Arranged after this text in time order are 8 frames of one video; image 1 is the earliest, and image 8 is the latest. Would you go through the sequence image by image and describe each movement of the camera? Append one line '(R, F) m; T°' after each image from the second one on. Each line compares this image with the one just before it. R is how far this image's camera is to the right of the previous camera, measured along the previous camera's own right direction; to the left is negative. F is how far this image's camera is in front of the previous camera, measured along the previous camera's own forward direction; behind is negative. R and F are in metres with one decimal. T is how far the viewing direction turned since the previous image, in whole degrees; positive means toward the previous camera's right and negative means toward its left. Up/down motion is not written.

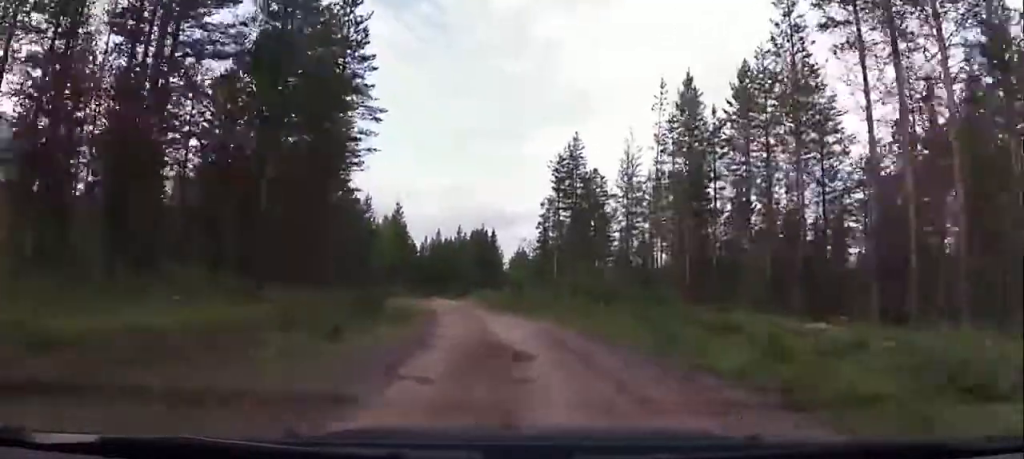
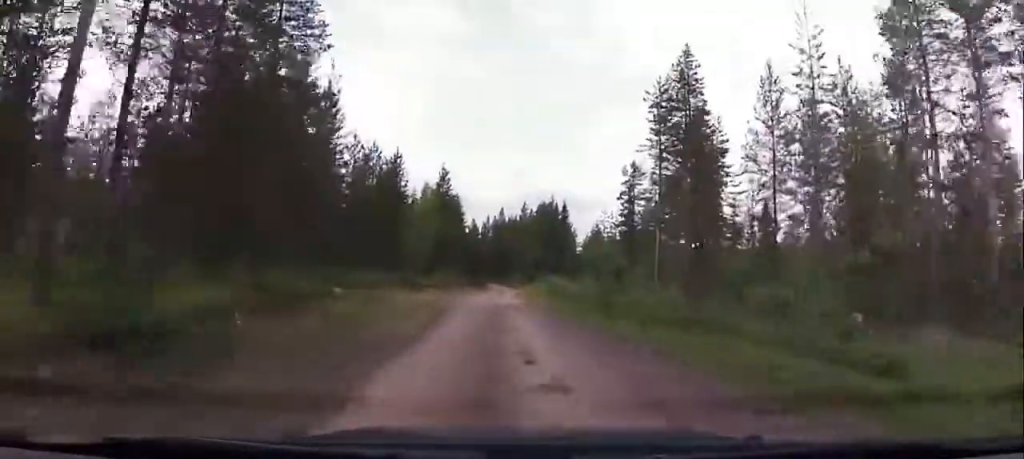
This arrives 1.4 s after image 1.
(-4.3, +20.0) m; -11°
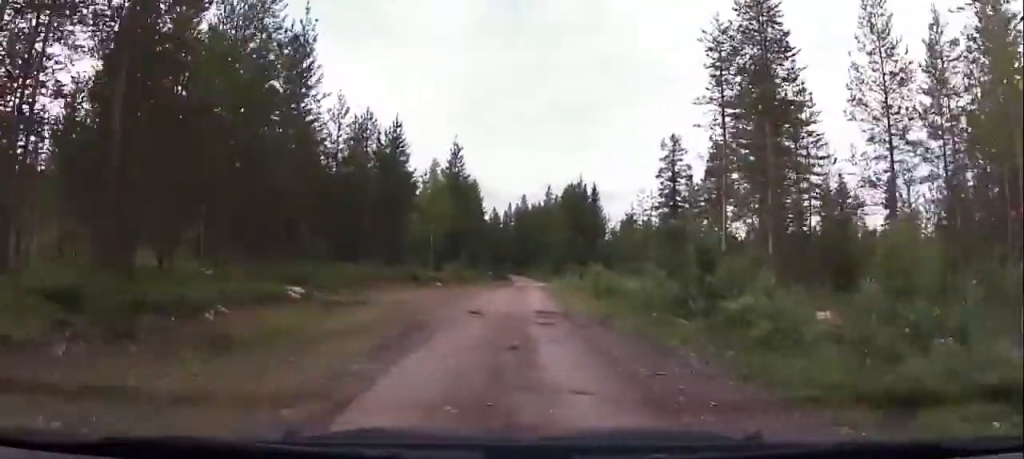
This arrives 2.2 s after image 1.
(-0.7, +10.0) m; +8°
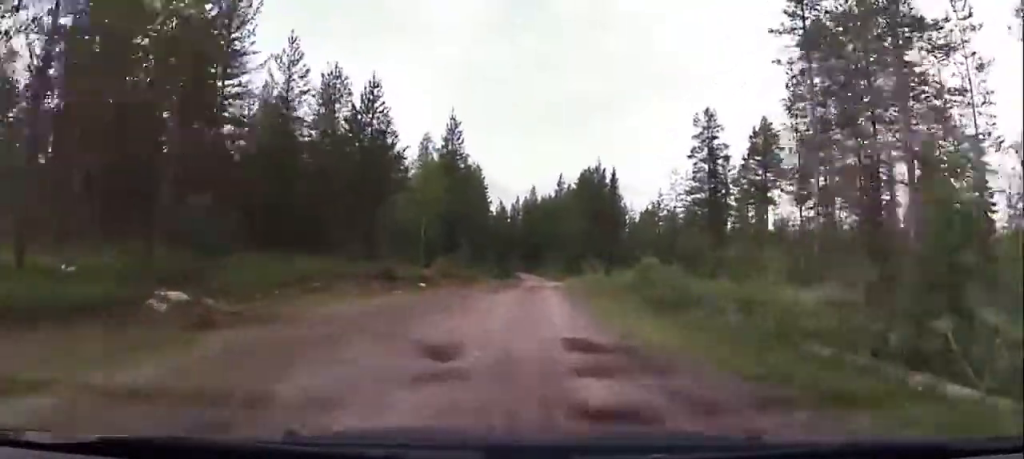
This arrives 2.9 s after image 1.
(+3.8, +11.9) m; +7°
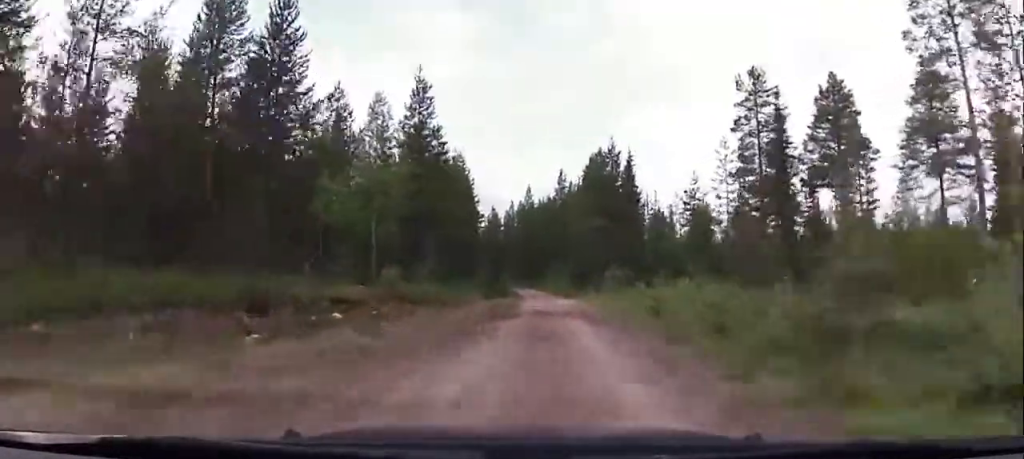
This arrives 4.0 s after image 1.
(-3.0, +16.7) m; -13°
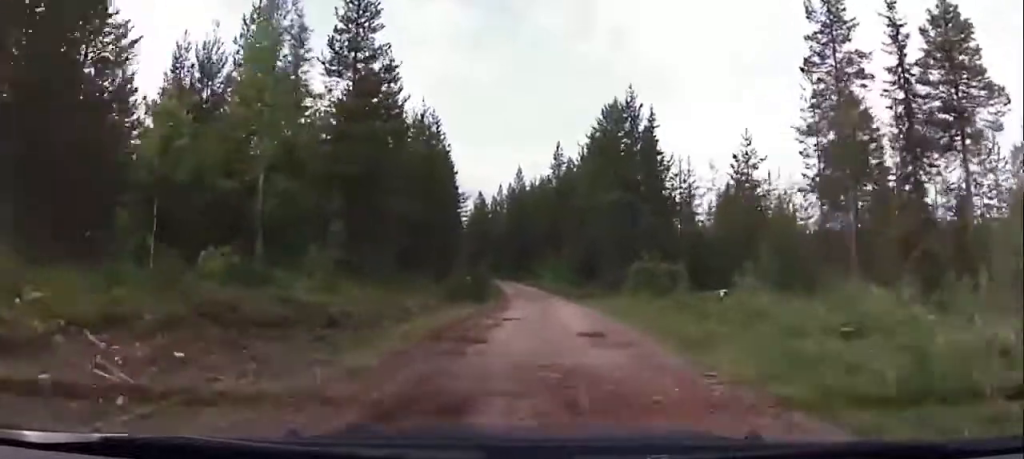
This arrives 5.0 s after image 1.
(-0.5, +15.6) m; -1°
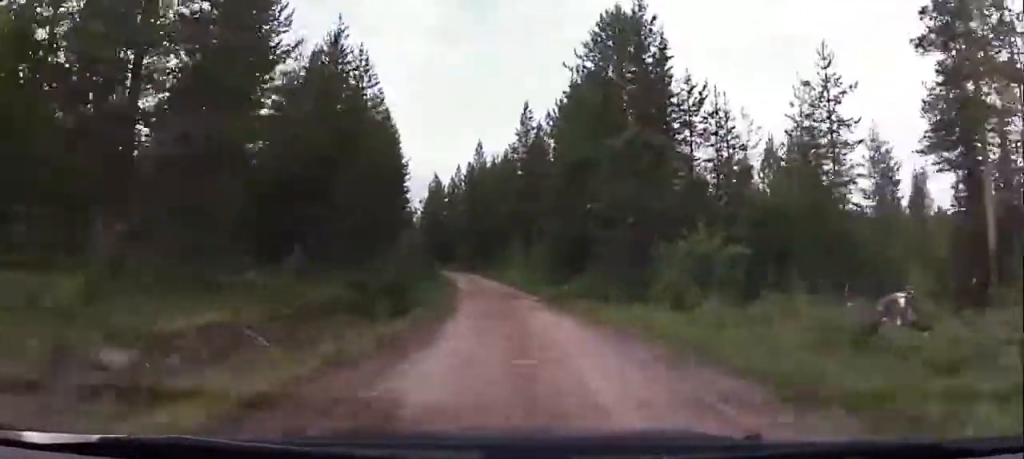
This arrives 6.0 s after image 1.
(+0.3, +15.3) m; +1°
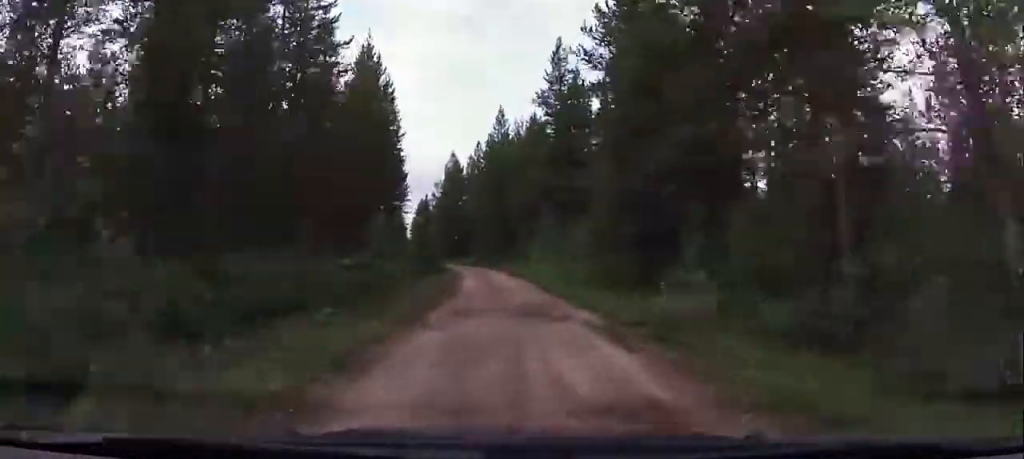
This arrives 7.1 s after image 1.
(0.0, +17.2) m; 0°
